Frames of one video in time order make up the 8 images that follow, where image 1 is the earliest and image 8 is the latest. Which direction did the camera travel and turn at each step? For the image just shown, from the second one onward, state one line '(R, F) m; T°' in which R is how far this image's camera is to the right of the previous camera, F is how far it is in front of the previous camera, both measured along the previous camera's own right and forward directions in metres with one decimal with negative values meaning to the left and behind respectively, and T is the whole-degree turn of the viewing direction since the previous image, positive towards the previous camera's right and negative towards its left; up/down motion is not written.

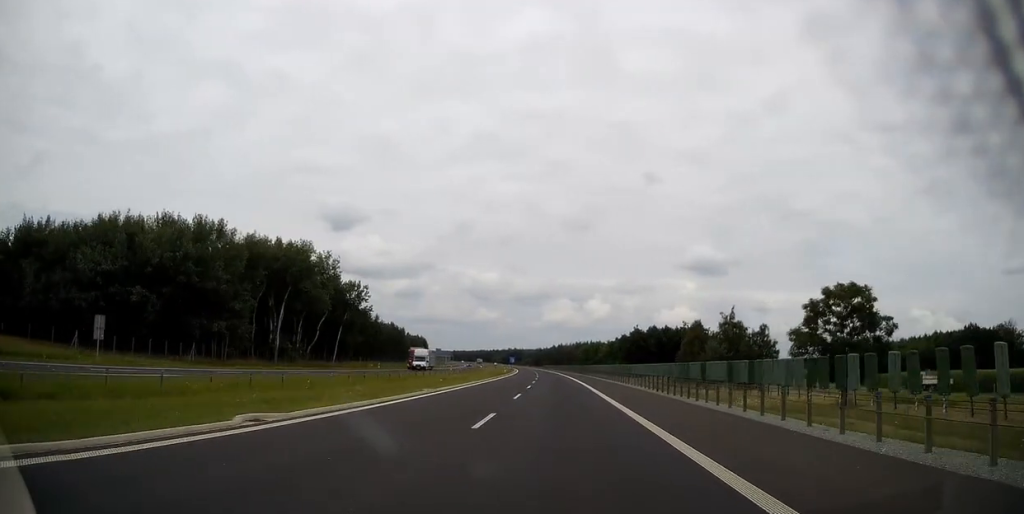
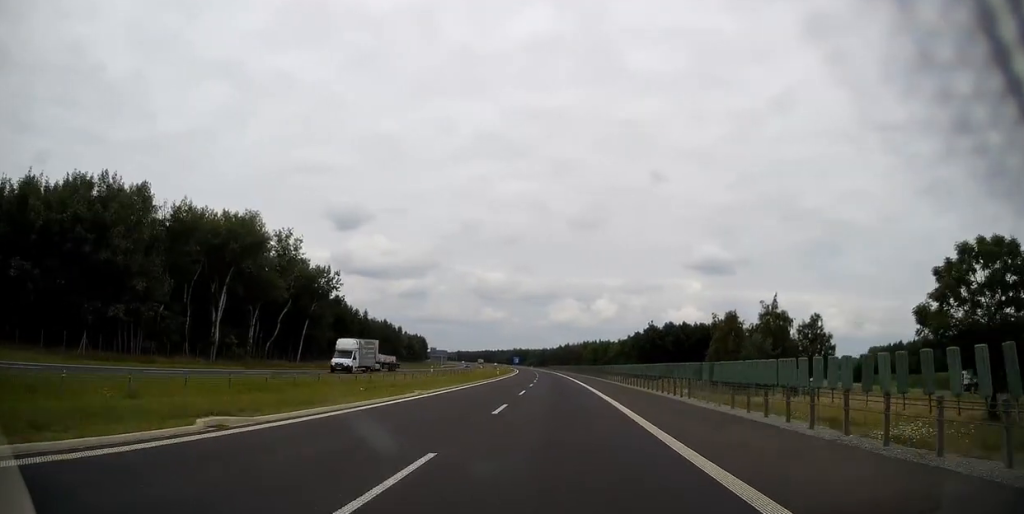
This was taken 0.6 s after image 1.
(-0.1, +19.7) m; -1°
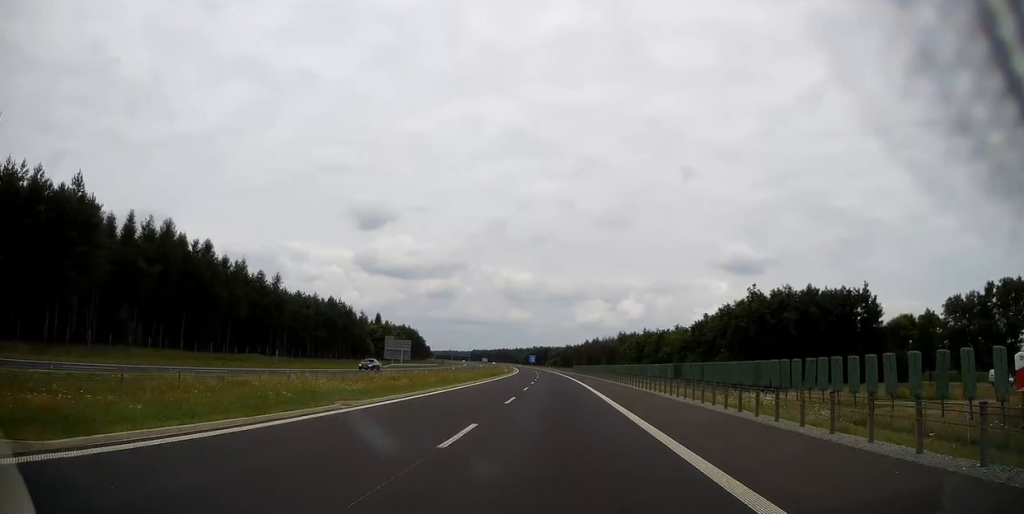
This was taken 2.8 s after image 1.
(-1.5, +79.1) m; -2°
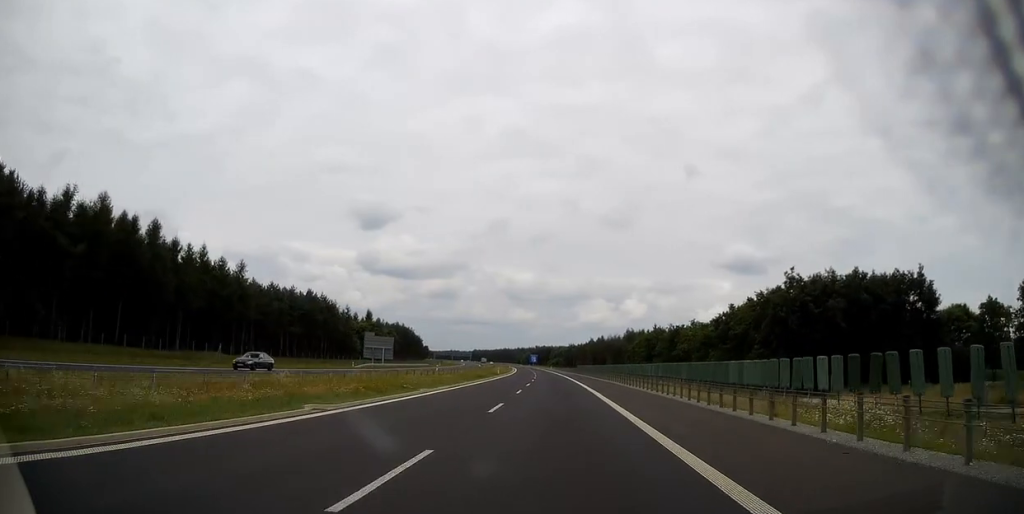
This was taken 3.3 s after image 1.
(-0.1, +16.4) m; 0°
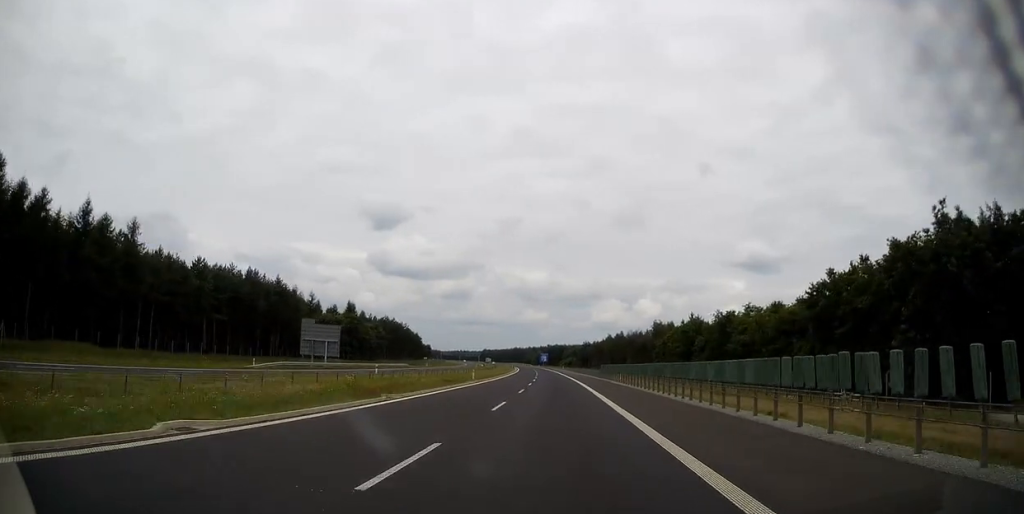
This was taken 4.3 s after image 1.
(-0.2, +35.3) m; -1°
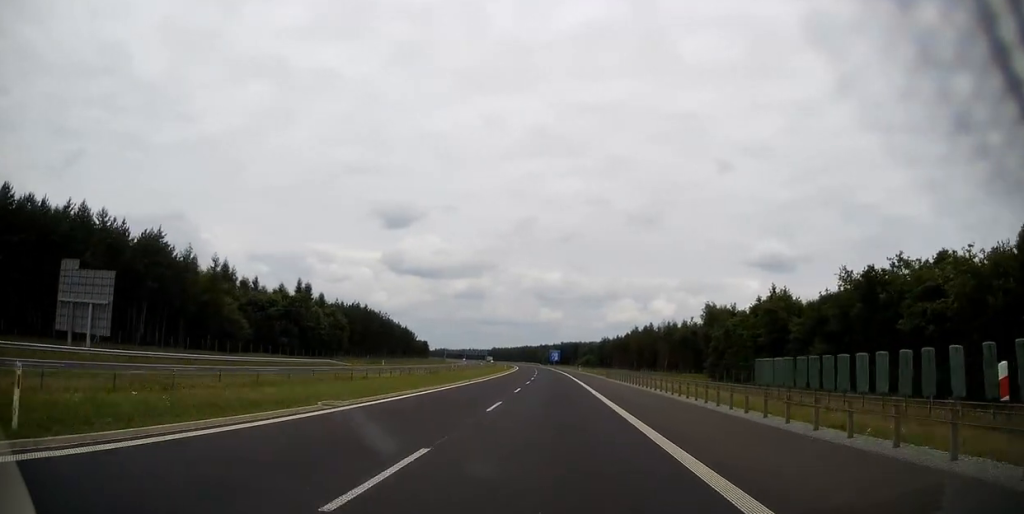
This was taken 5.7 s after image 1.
(-0.5, +49.0) m; -1°
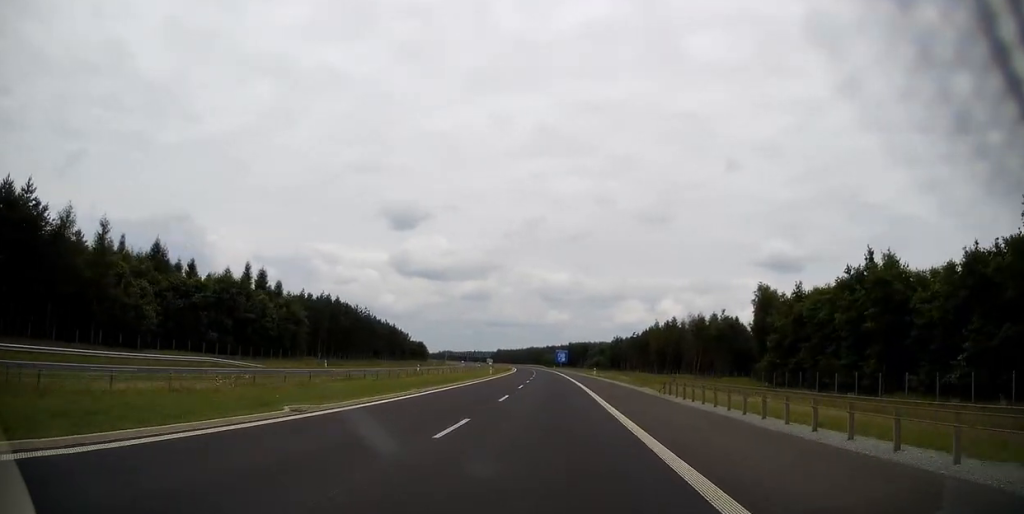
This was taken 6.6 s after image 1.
(-0.2, +29.4) m; -1°
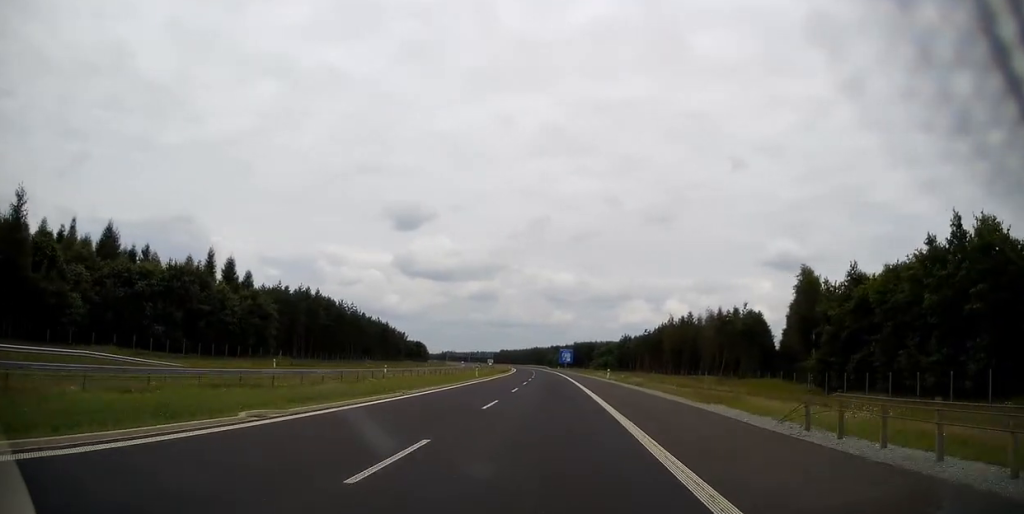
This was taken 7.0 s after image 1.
(-0.2, +15.1) m; 0°
